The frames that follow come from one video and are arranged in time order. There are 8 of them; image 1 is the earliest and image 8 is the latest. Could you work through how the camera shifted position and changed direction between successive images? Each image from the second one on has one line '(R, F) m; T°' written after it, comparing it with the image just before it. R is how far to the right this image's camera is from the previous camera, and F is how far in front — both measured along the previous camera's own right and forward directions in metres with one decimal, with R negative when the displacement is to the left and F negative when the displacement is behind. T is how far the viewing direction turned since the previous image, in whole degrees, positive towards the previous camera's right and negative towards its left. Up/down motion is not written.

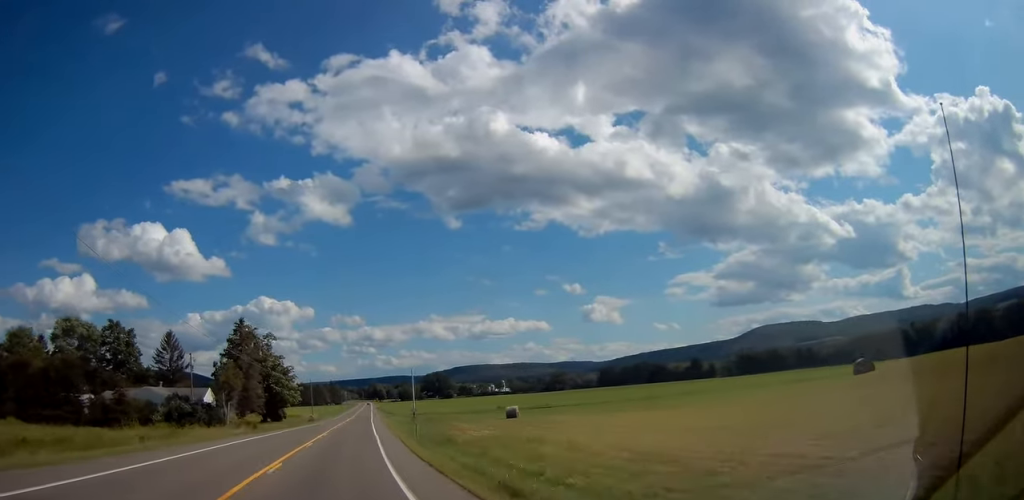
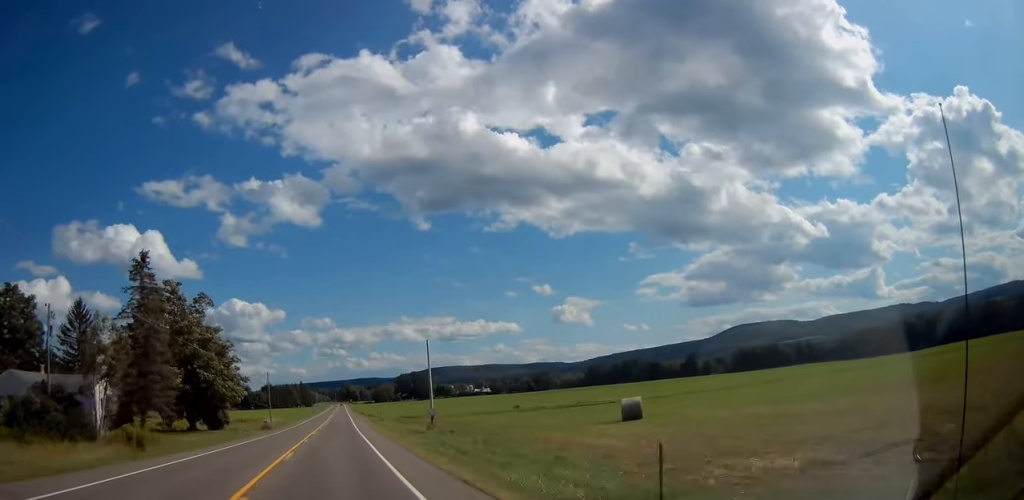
(+1.2, +31.6) m; +4°
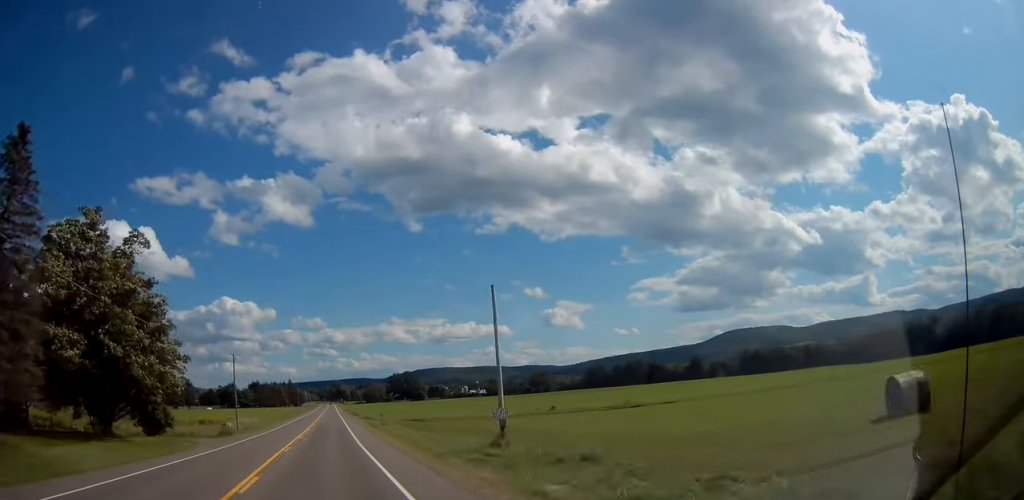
(+0.3, +20.6) m; +1°
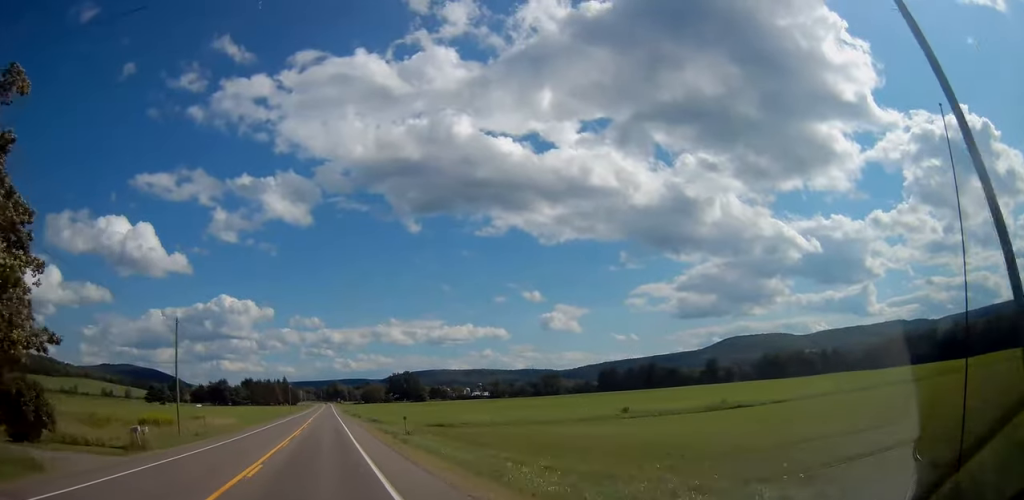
(+0.2, +21.4) m; +1°
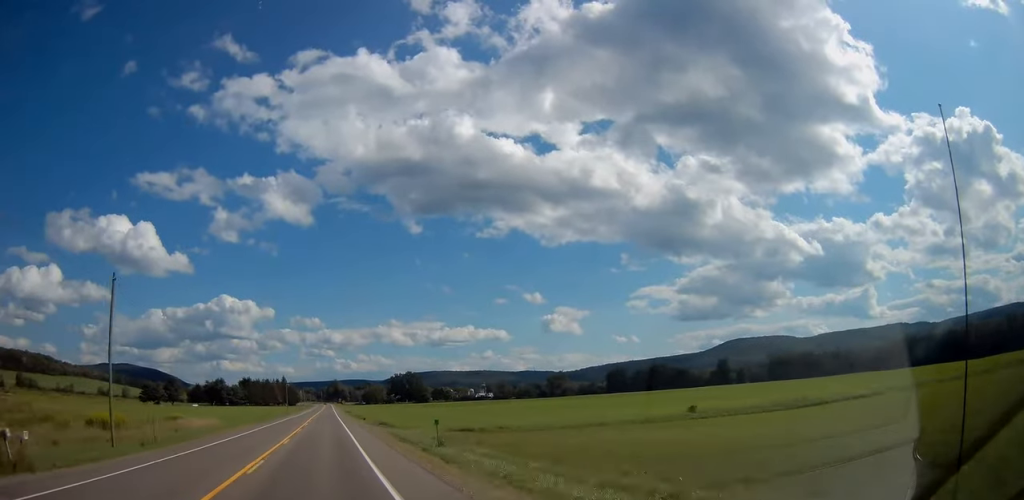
(+0.1, +12.0) m; +1°
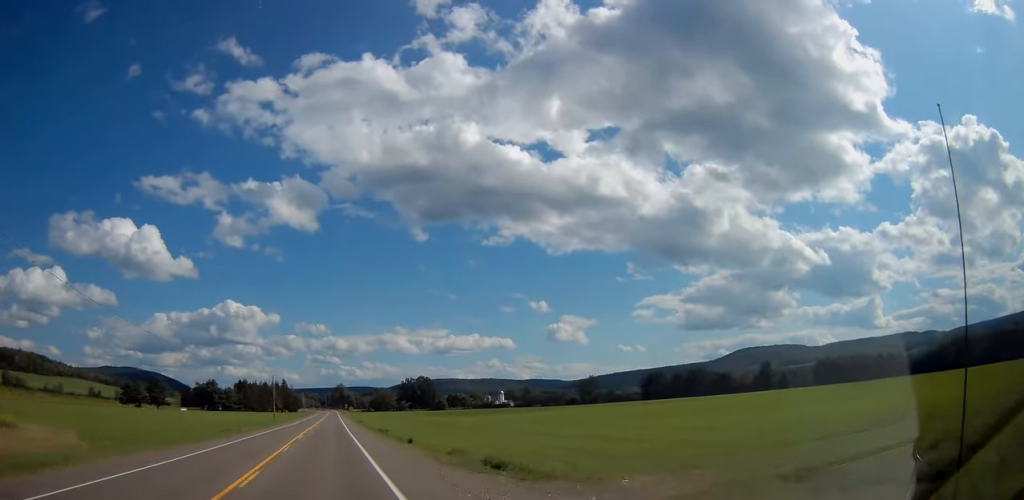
(0.0, +39.2) m; 0°
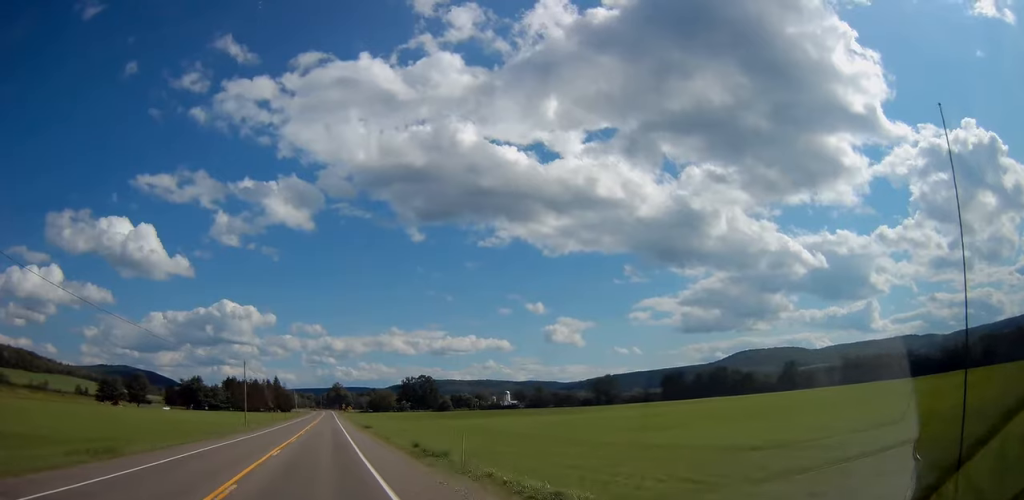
(-0.2, +27.2) m; 0°
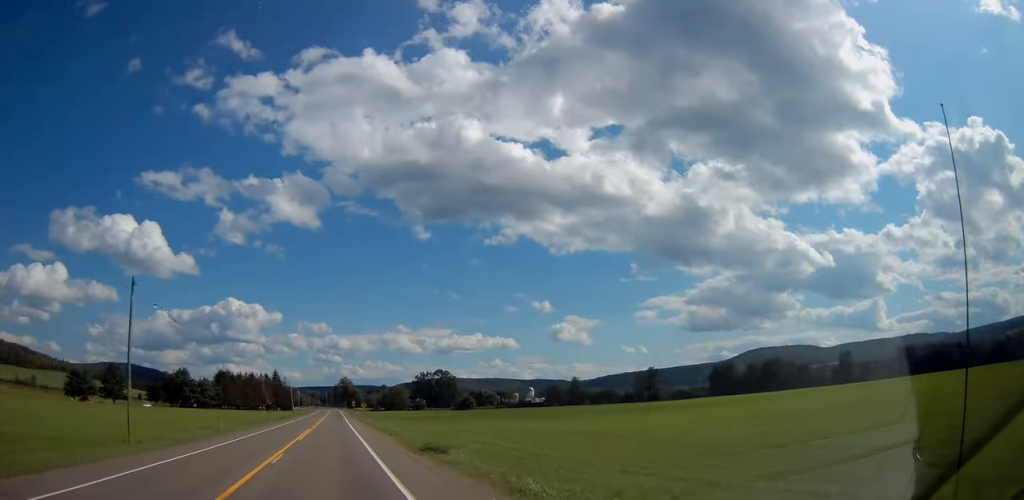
(0.0, +40.6) m; +1°
